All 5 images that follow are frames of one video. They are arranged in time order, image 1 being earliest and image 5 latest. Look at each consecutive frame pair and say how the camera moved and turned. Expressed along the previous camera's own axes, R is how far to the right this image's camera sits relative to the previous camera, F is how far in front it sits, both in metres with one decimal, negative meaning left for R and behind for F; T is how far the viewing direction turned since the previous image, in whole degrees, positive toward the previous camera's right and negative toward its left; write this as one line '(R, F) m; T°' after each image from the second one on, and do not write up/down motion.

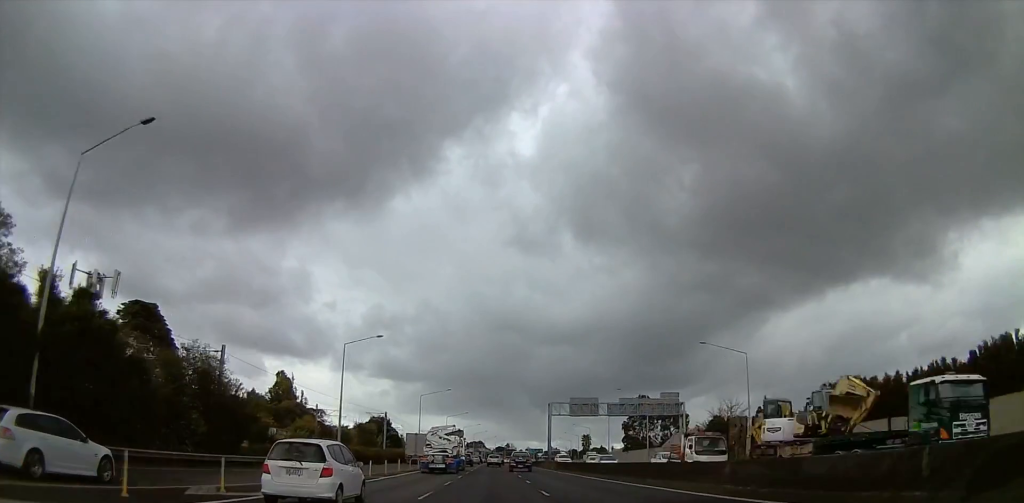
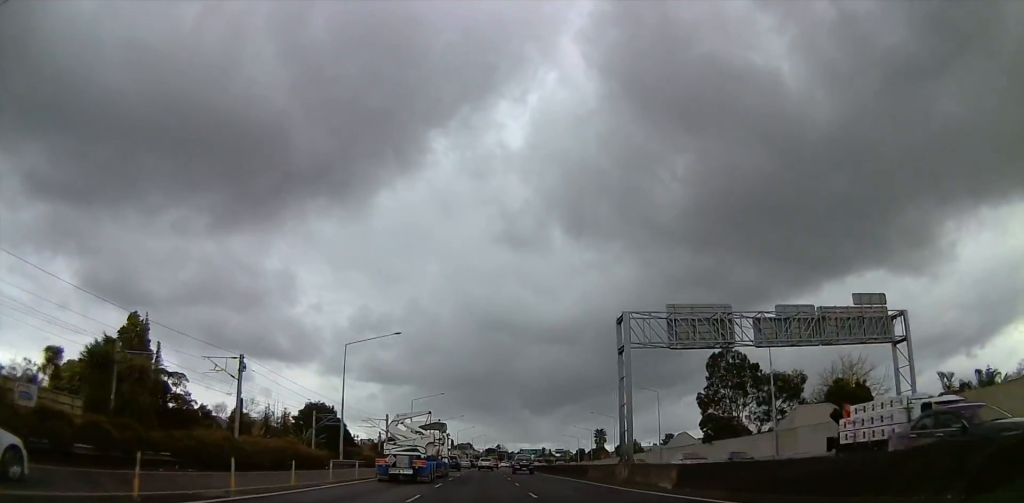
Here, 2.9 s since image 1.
(+2.4, +50.6) m; +3°
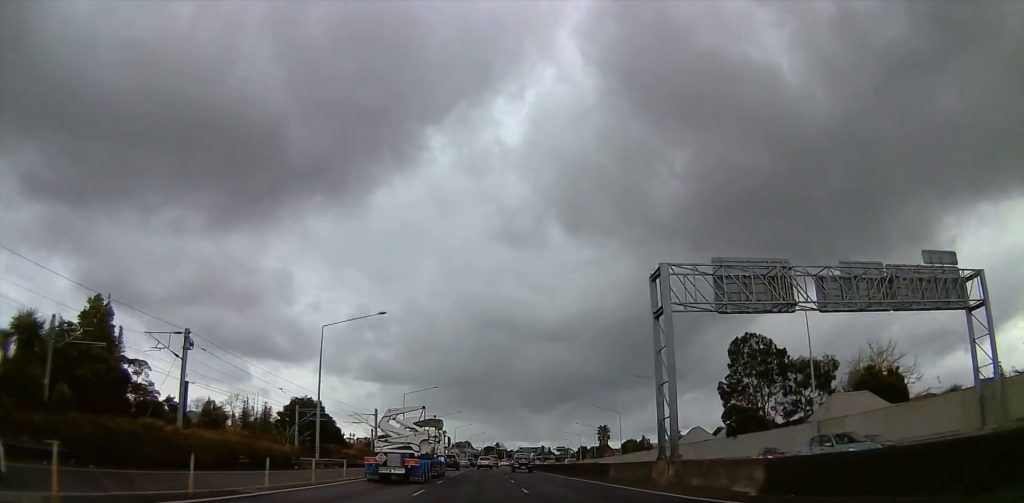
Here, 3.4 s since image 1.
(+0.1, +7.8) m; -1°
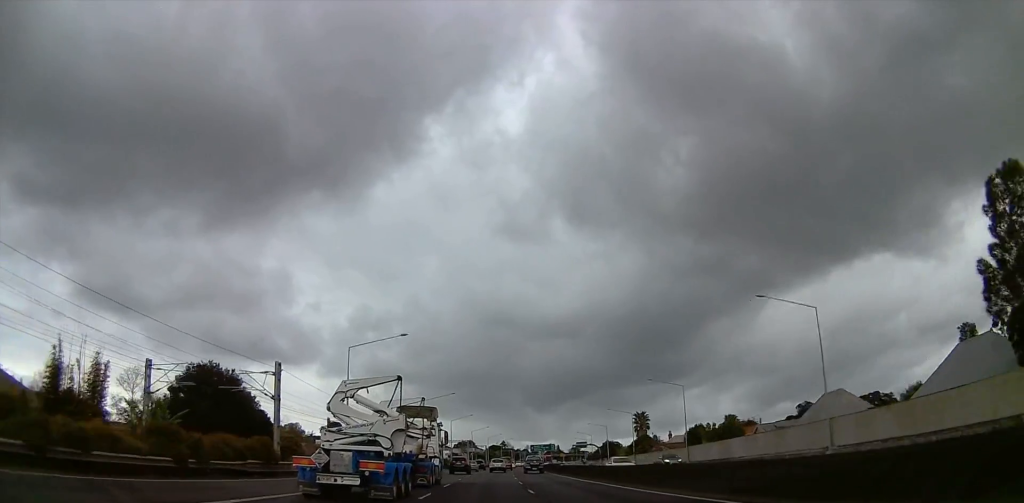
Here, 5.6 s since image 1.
(-1.5, +39.9) m; -3°
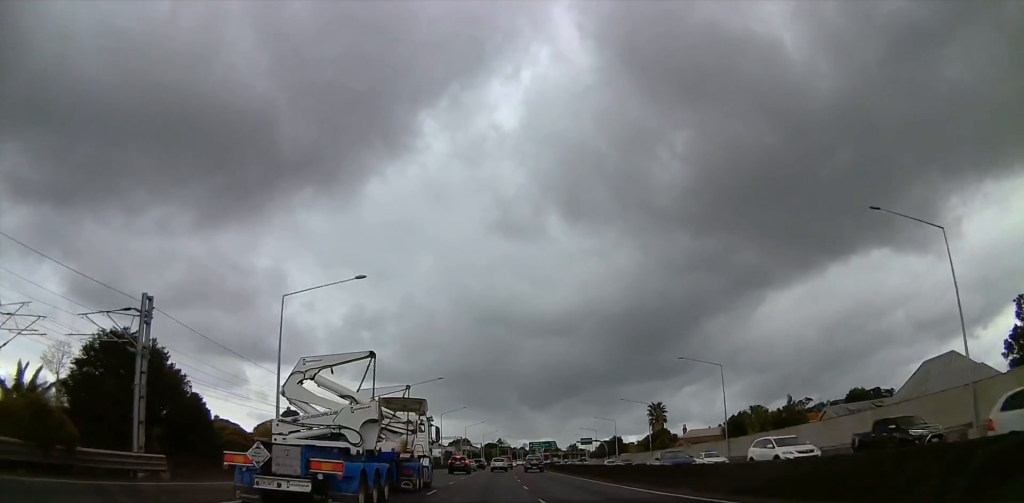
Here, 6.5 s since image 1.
(0.0, +16.5) m; 0°
